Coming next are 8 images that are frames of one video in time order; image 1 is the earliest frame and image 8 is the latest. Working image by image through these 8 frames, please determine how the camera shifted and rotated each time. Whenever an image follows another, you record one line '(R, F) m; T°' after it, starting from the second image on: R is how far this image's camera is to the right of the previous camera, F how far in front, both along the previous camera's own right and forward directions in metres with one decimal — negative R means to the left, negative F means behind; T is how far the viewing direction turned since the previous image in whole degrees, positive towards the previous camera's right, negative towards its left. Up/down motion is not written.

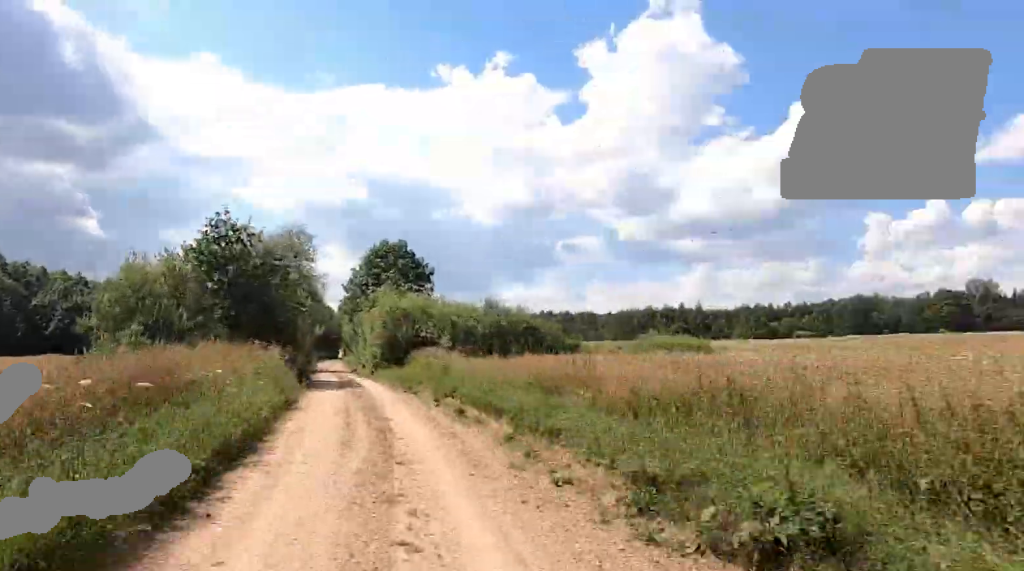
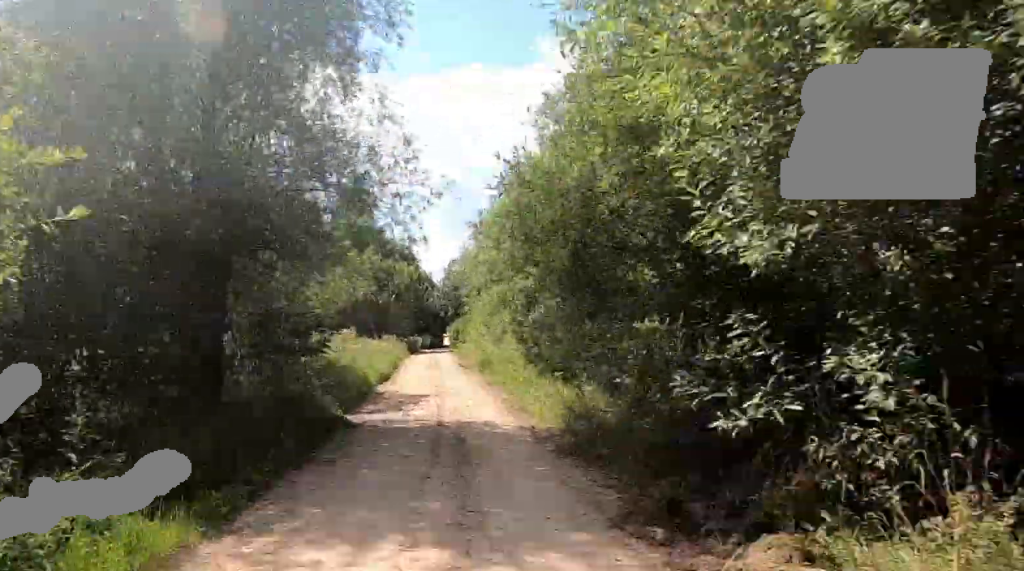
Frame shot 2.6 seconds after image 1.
(-4.6, +39.6) m; -6°
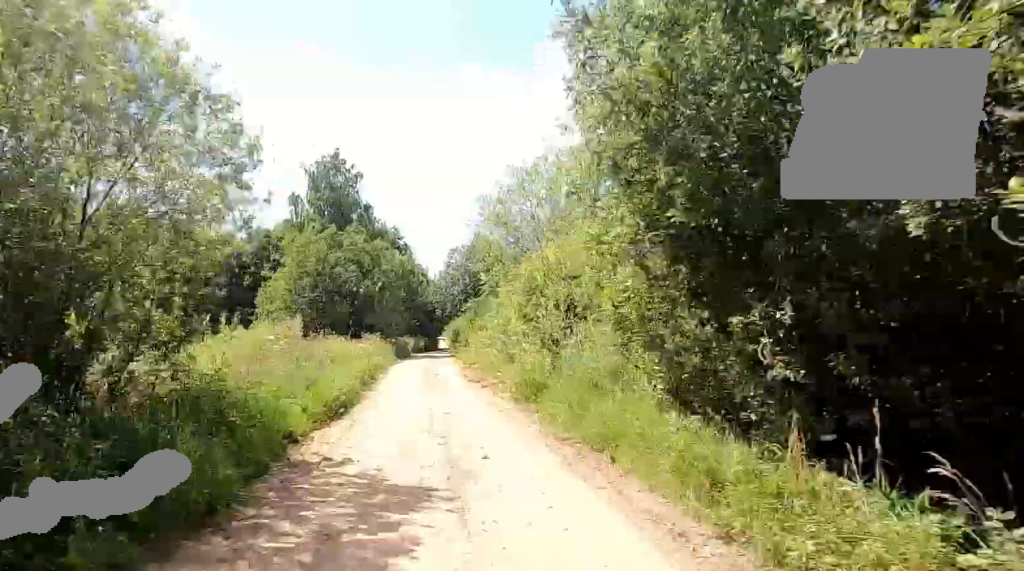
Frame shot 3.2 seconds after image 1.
(+0.9, +11.0) m; 0°
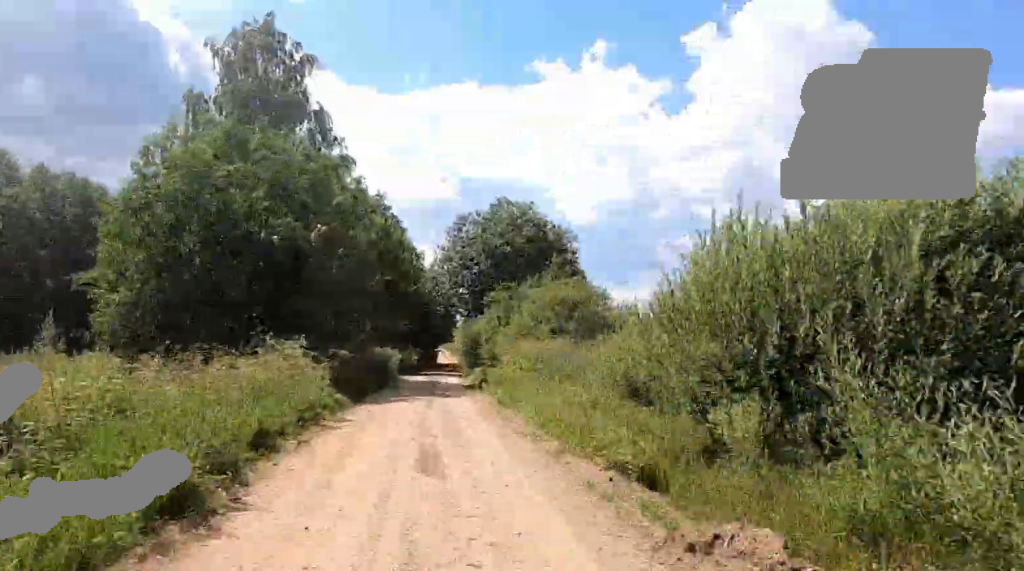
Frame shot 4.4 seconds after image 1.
(-0.6, +22.3) m; -1°
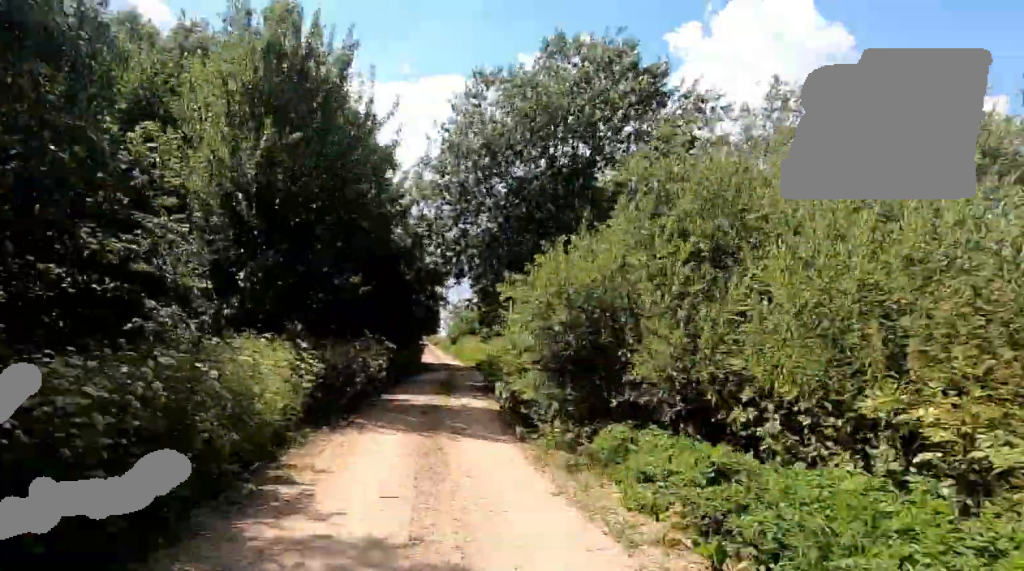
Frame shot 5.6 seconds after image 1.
(+1.0, +23.1) m; +4°
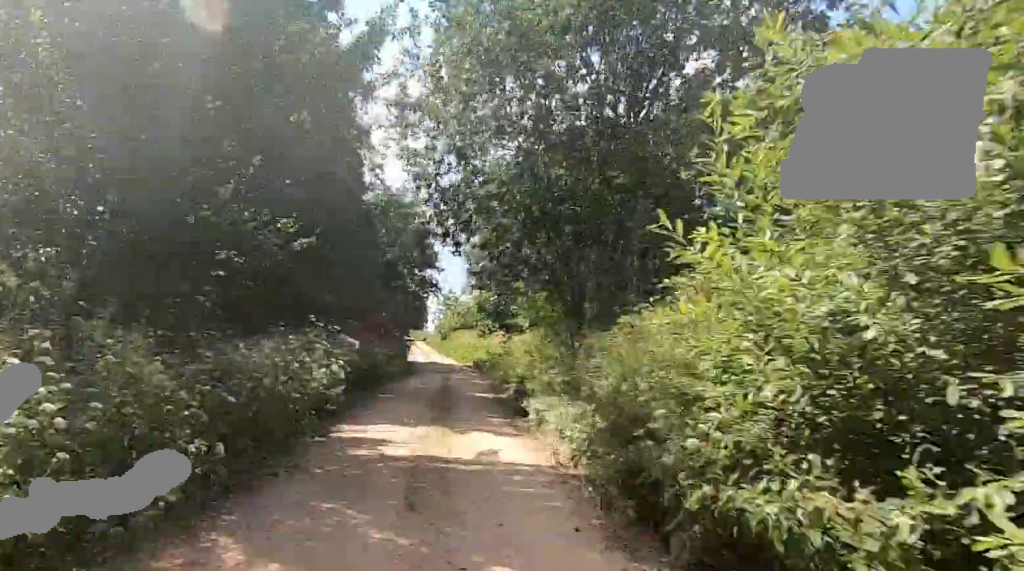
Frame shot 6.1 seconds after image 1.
(0.0, +7.6) m; 0°
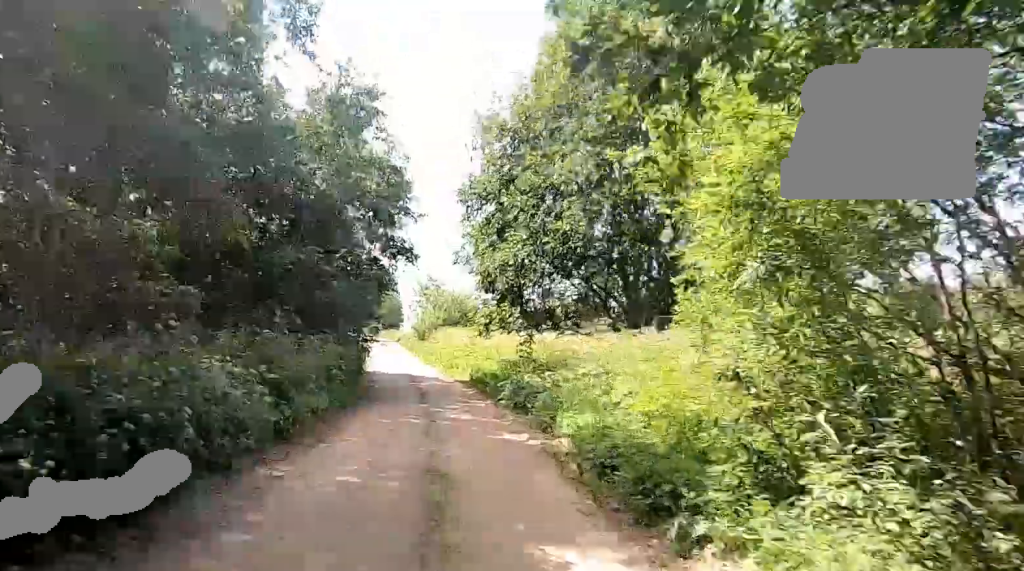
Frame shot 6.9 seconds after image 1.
(0.0, +14.5) m; -1°
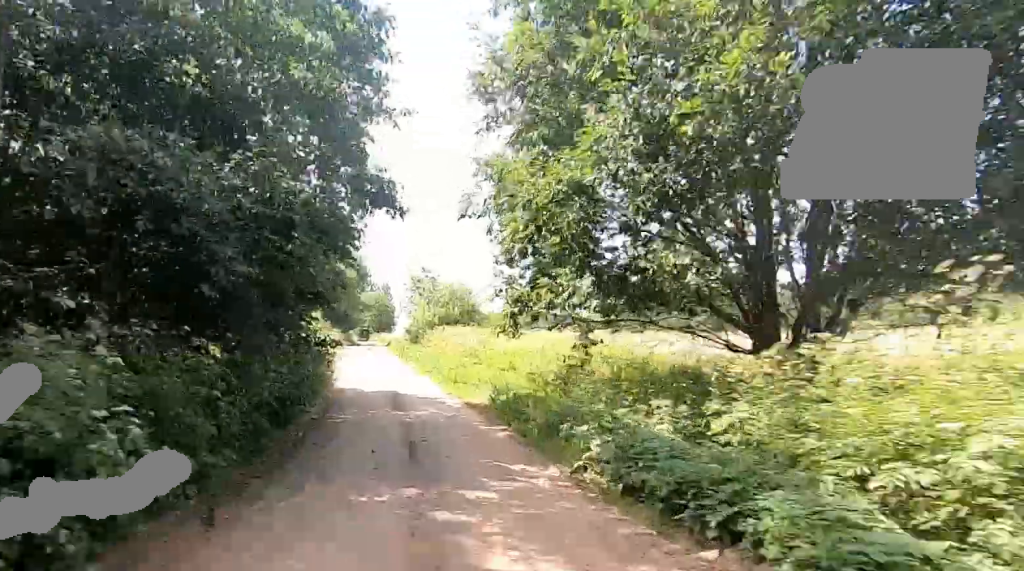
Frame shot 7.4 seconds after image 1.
(+0.1, +8.6) m; -1°
